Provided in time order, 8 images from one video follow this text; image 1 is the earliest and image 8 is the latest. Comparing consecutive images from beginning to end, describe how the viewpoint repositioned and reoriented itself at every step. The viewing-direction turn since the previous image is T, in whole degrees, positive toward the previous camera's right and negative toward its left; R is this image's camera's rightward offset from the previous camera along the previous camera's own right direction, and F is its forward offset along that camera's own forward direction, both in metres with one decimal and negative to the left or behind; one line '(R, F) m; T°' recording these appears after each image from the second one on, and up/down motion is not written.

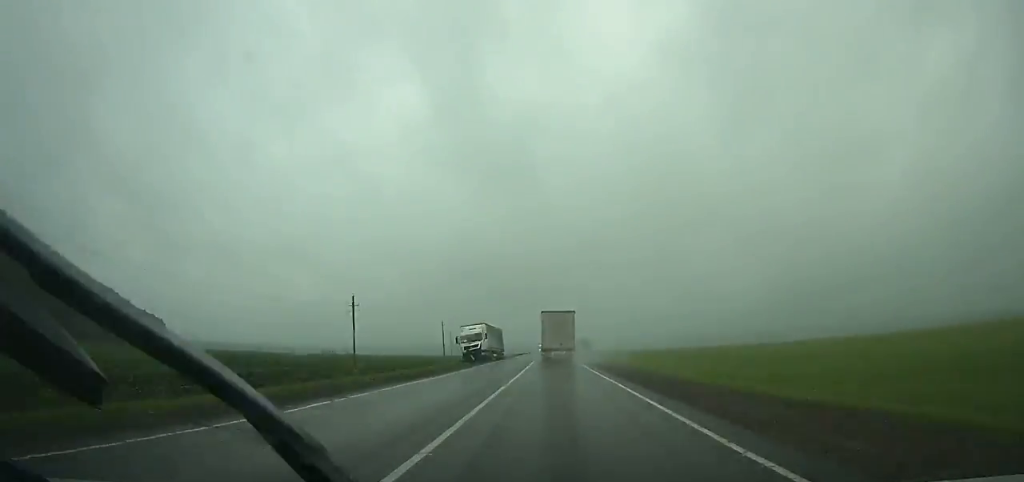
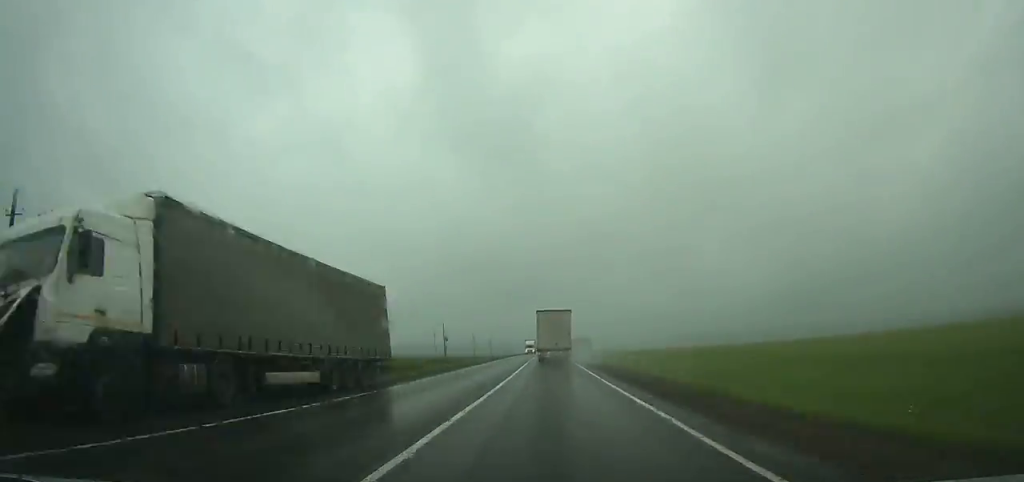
(+0.1, +52.0) m; 0°
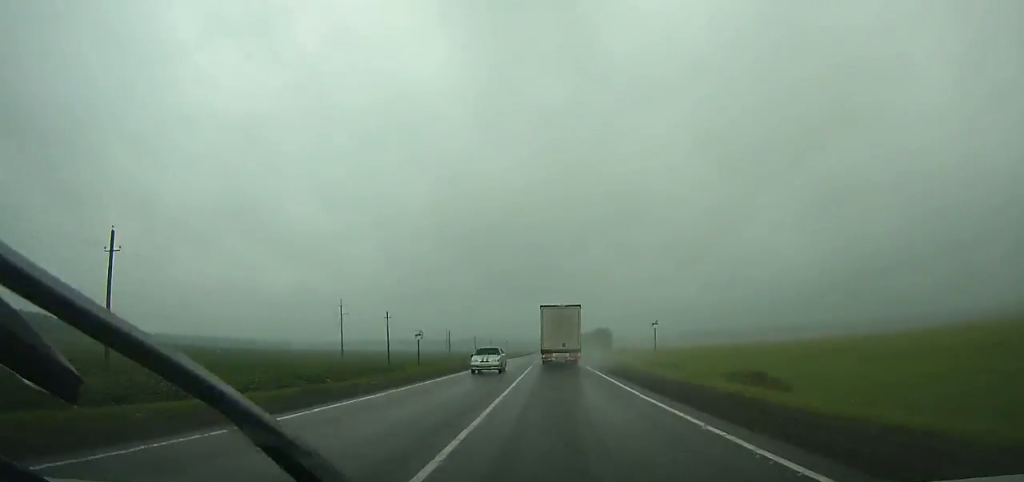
(-1.1, +181.3) m; 0°
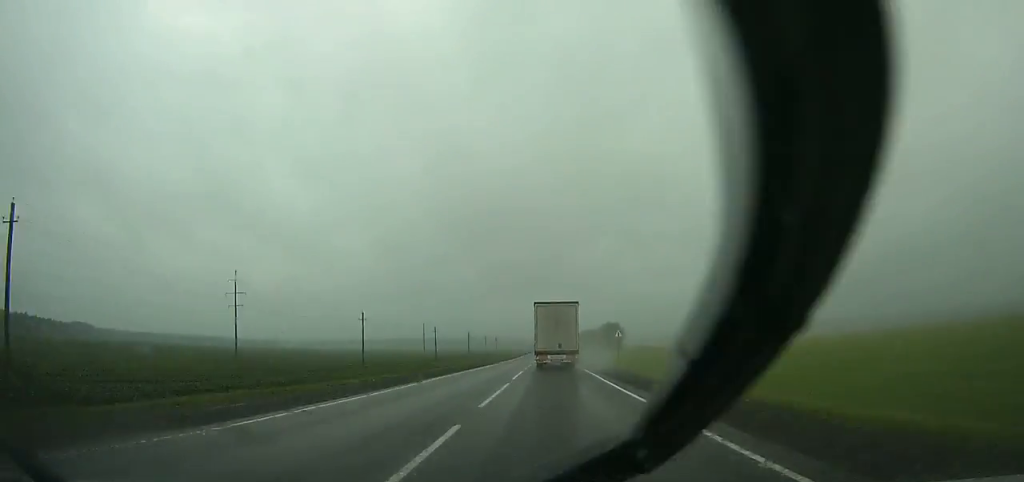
(-0.1, +73.4) m; 0°
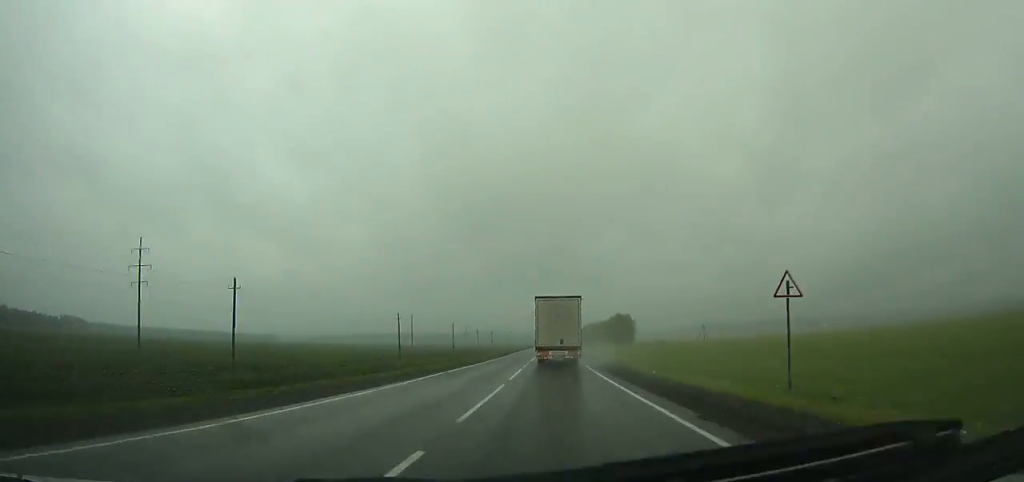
(-0.1, +37.9) m; 0°
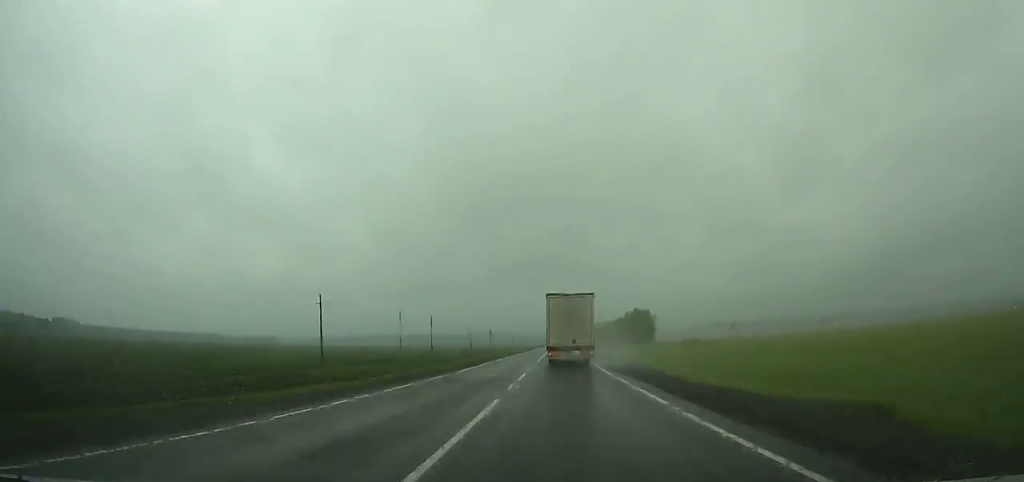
(+0.1, +40.5) m; 0°
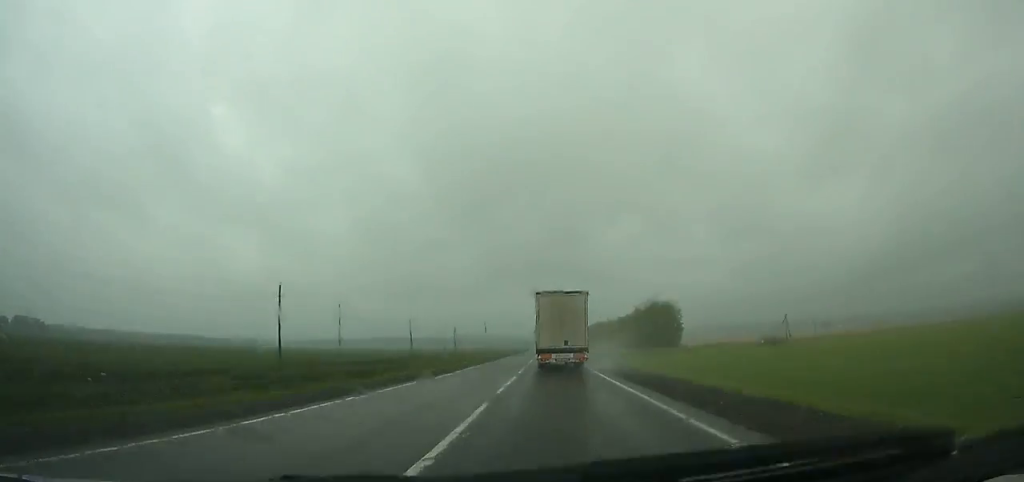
(+0.1, +71.0) m; 0°
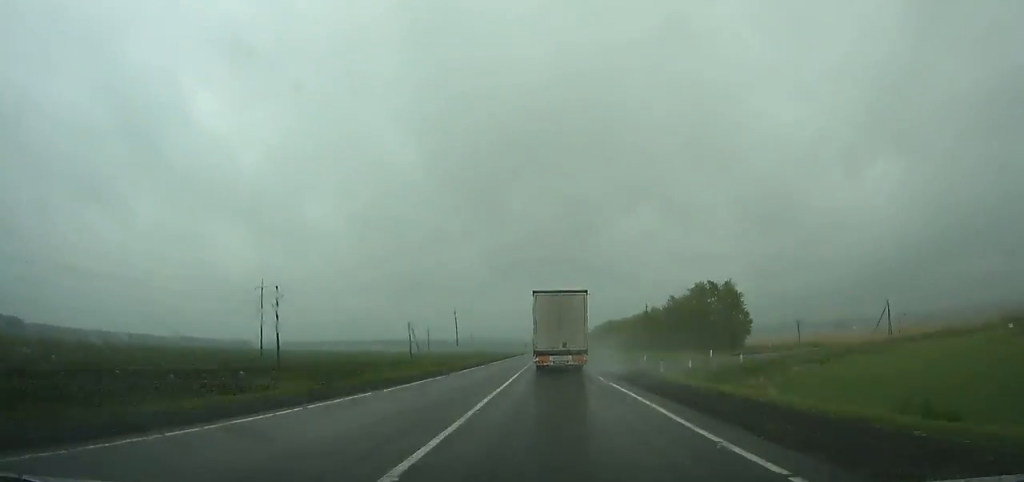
(+0.1, +63.9) m; 0°
